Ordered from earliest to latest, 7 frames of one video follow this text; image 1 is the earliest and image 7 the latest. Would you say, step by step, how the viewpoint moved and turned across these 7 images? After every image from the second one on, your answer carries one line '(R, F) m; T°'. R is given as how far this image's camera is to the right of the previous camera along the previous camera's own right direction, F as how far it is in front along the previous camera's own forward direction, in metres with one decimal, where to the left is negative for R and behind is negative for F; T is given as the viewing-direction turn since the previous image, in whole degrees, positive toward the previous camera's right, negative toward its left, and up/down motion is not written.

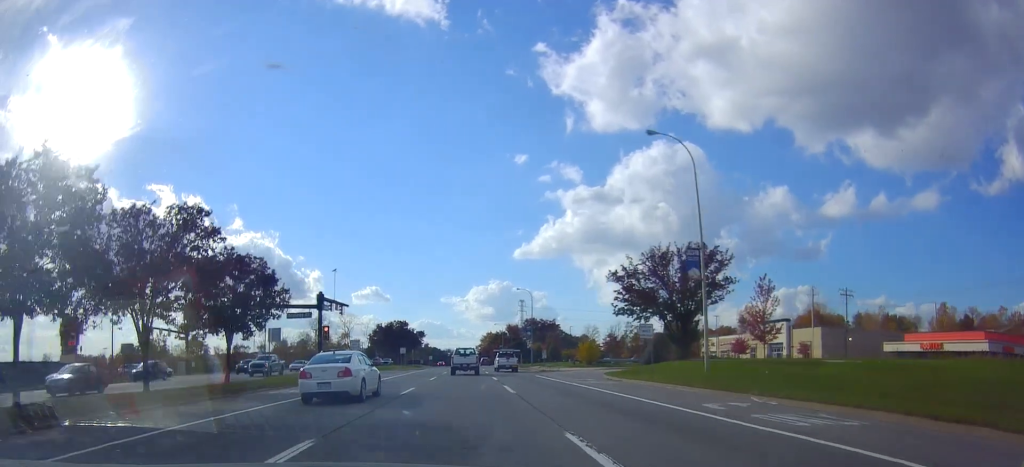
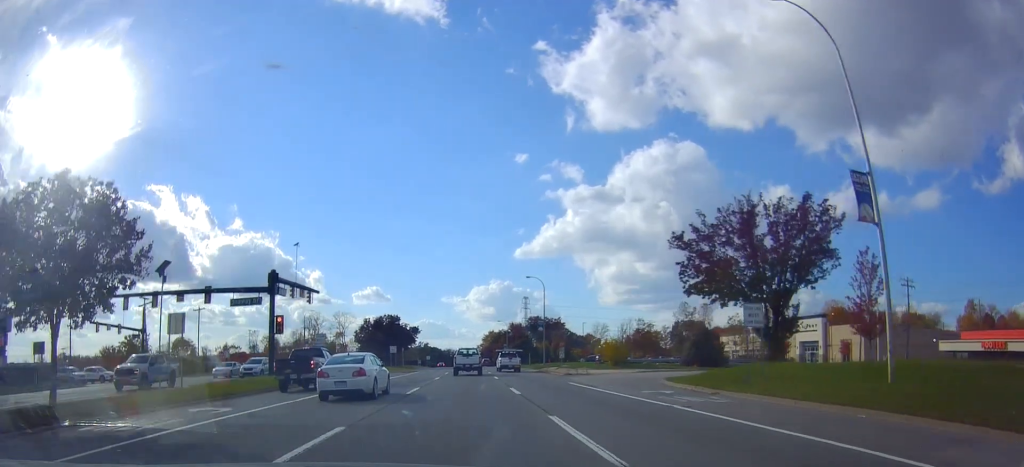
(0.0, +14.0) m; 0°
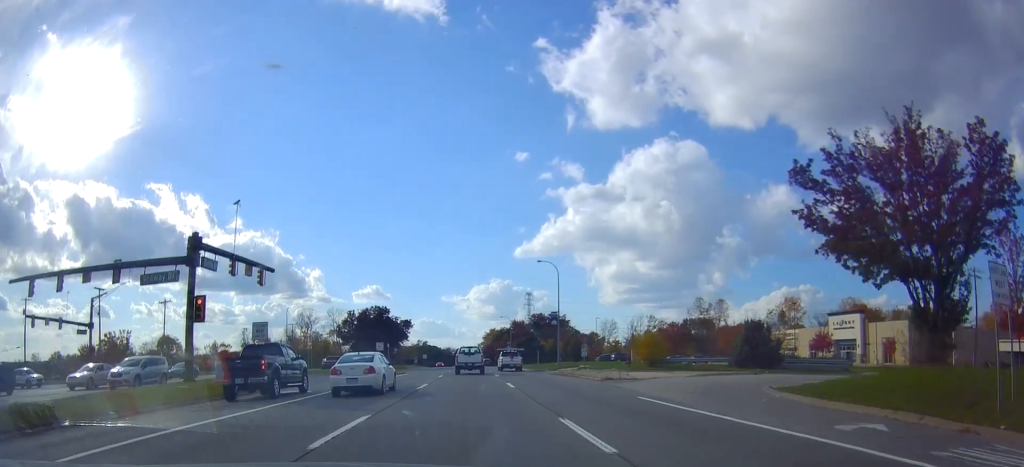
(+0.4, +12.7) m; -1°
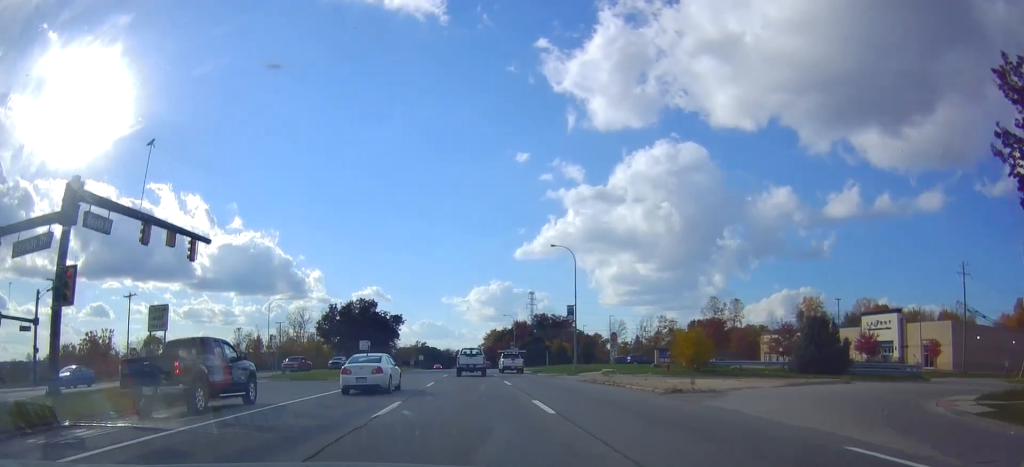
(-0.5, +10.9) m; -1°
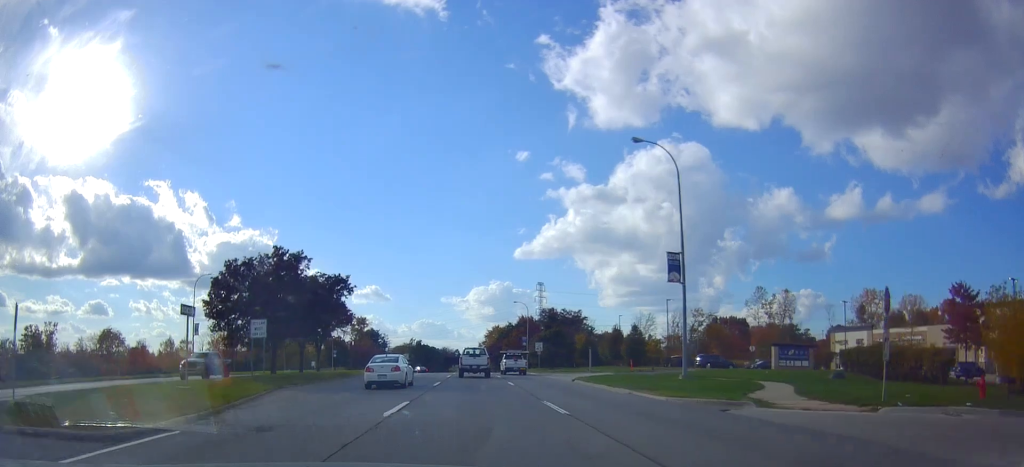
(-0.2, +30.2) m; +1°
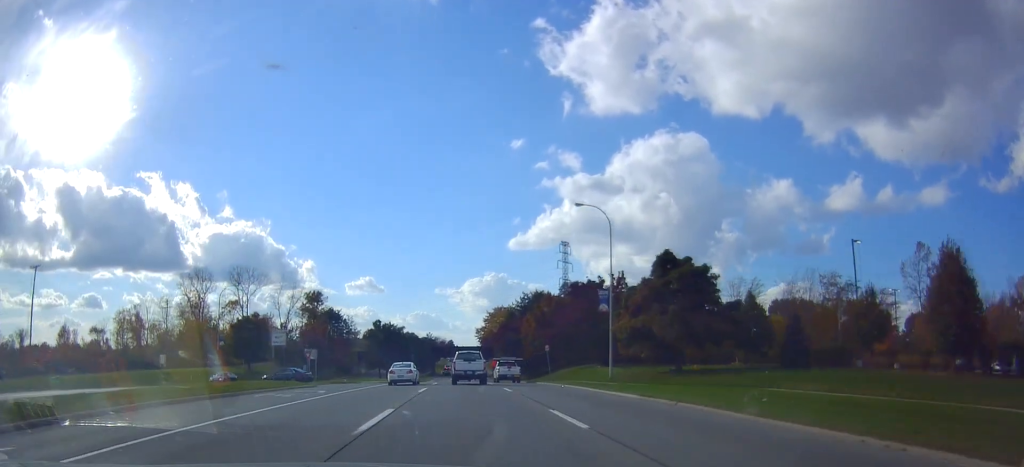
(-0.1, +65.1) m; 0°
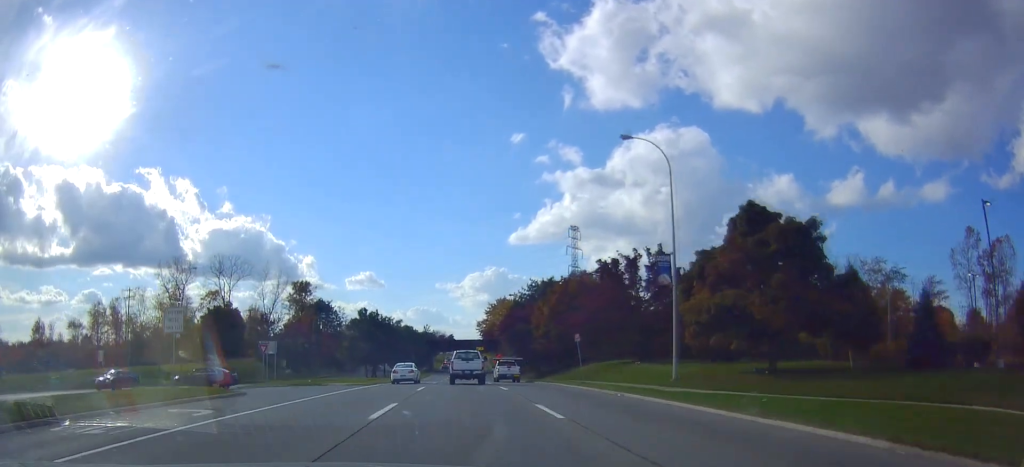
(0.0, +13.0) m; 0°
